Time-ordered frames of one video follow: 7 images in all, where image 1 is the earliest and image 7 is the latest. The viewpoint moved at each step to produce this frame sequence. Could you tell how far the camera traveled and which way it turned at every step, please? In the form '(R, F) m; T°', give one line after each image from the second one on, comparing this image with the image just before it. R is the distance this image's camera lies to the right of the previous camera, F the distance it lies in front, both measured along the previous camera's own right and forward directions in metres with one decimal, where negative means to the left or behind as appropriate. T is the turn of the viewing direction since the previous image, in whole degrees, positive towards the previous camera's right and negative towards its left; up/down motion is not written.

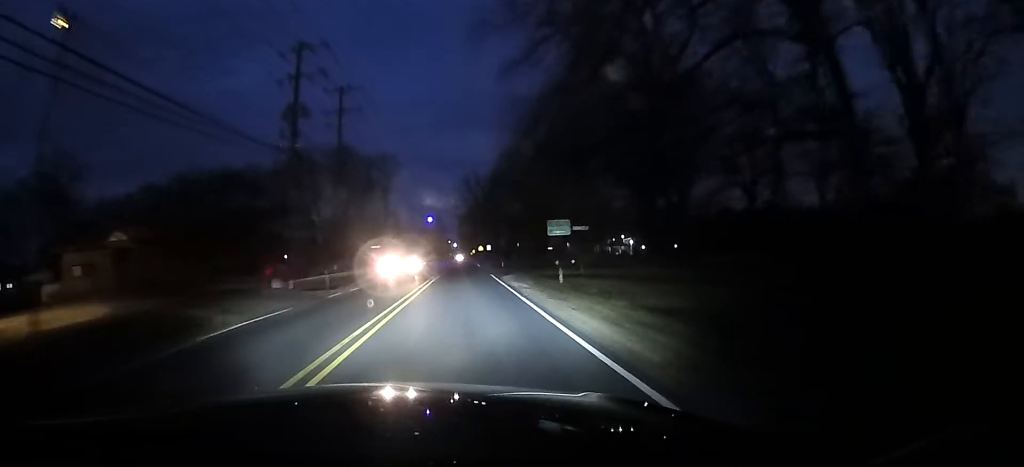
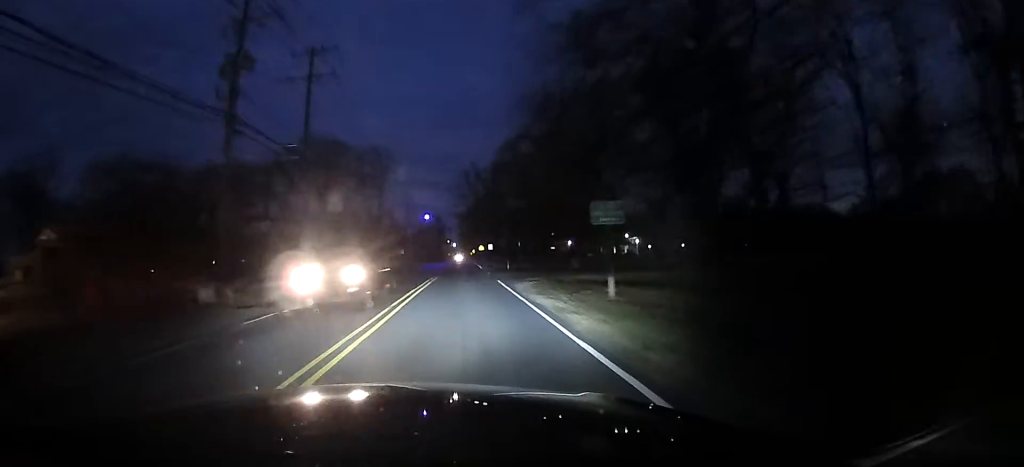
(0.0, +7.4) m; 0°
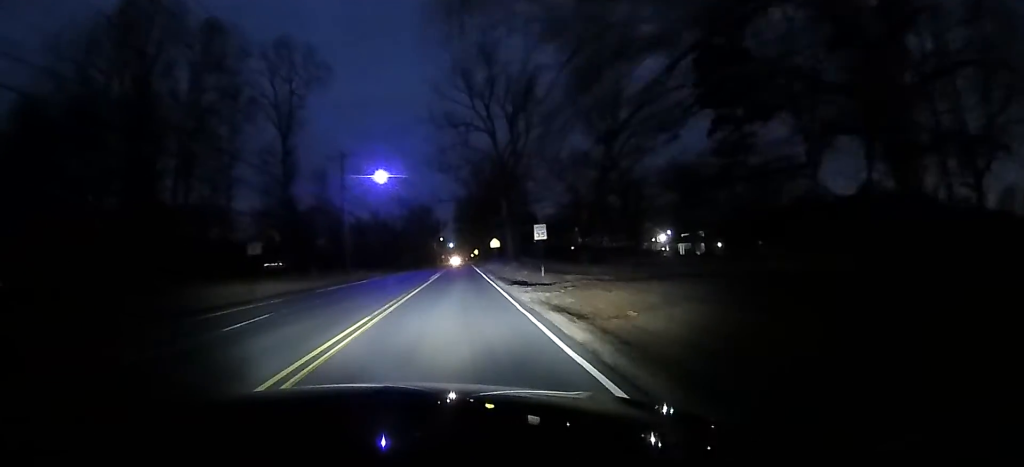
(+0.4, +54.9) m; 0°
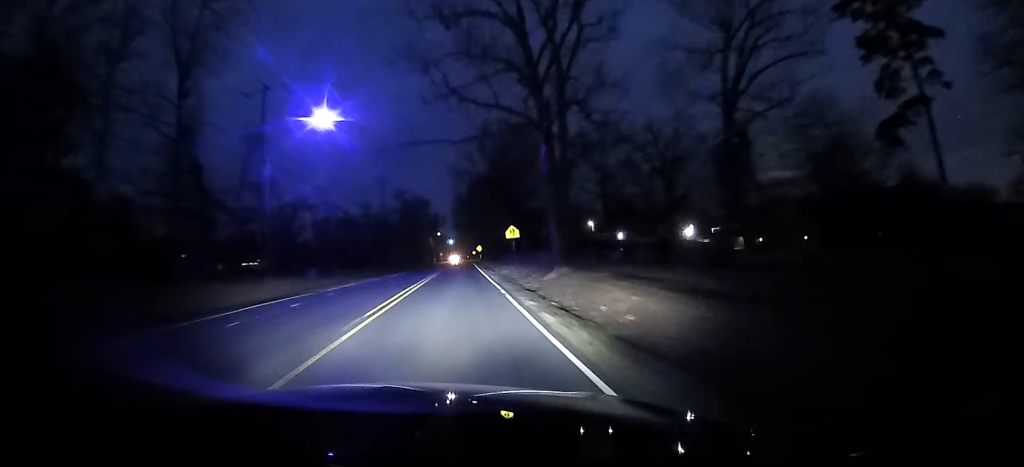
(0.0, +20.4) m; +1°
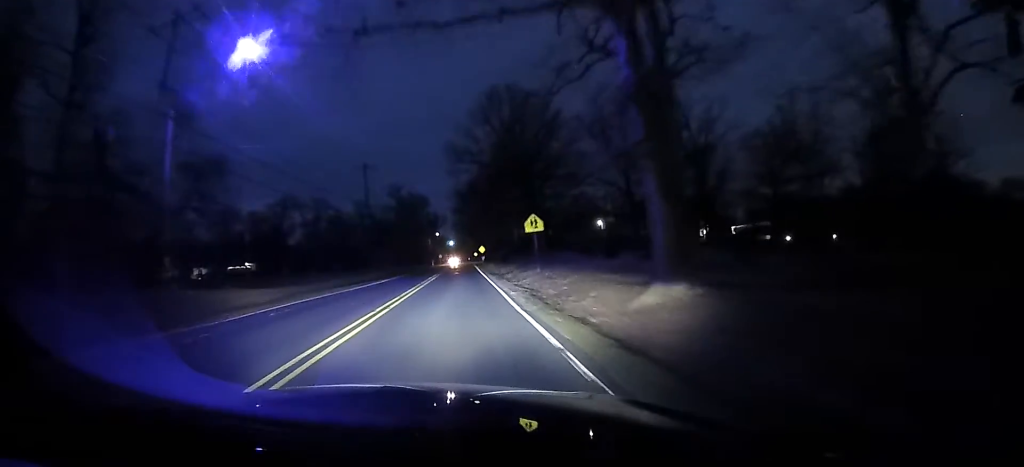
(+0.1, +11.1) m; 0°
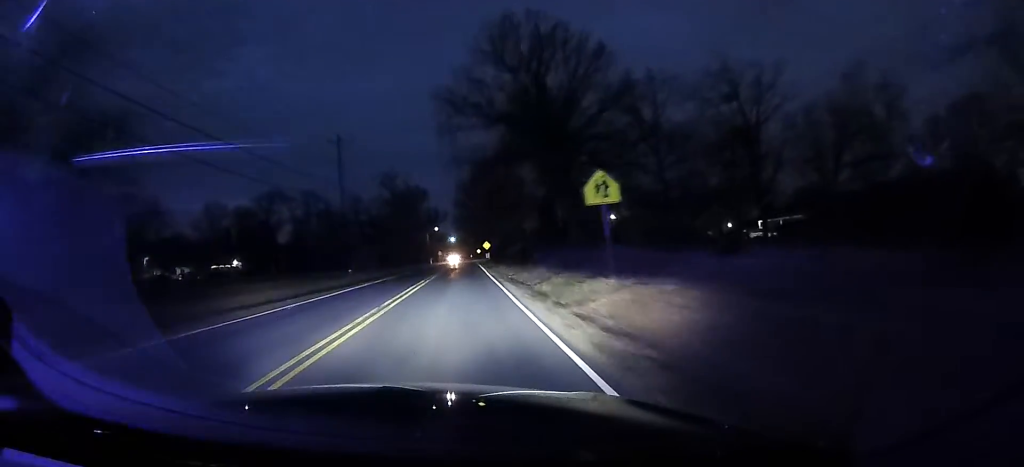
(+0.1, +12.4) m; 0°
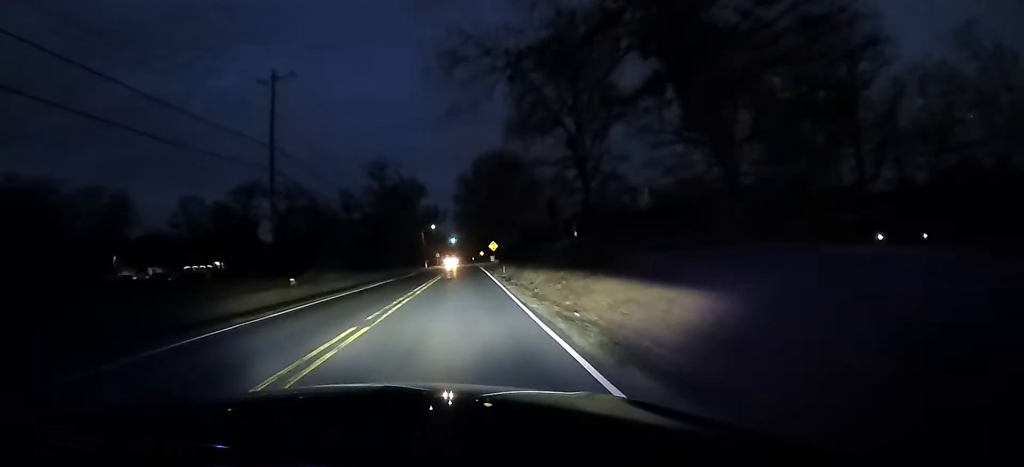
(-0.3, +16.1) m; -1°
